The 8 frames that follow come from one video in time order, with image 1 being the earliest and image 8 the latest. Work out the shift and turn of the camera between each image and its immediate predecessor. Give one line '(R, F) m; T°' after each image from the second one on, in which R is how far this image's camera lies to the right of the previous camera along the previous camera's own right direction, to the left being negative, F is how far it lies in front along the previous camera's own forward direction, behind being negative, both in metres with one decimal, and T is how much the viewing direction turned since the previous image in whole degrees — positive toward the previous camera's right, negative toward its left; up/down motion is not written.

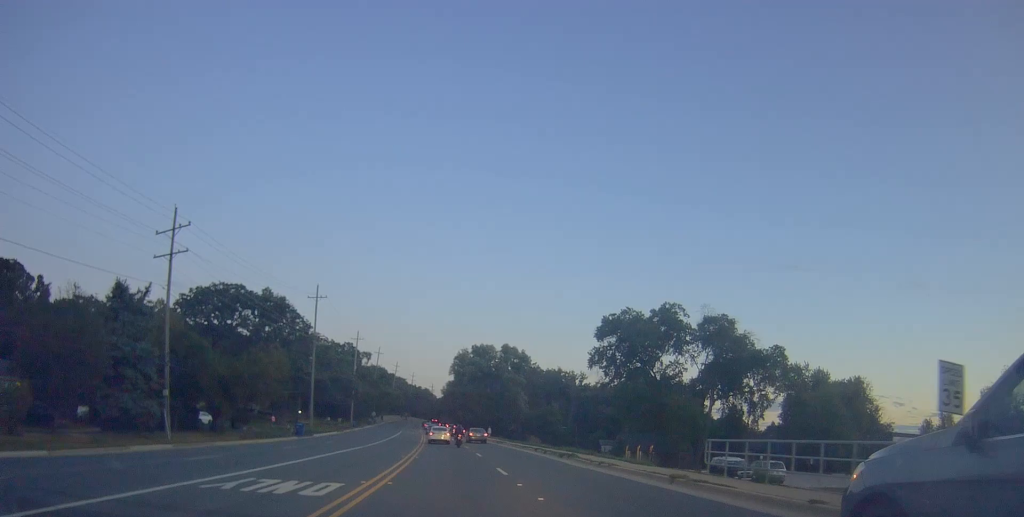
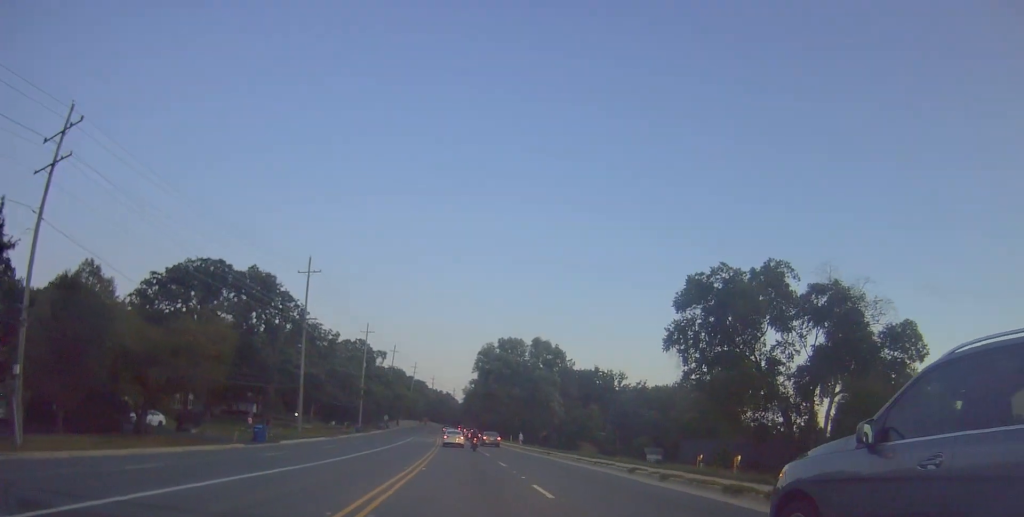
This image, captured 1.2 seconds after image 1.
(-0.6, +19.0) m; -3°
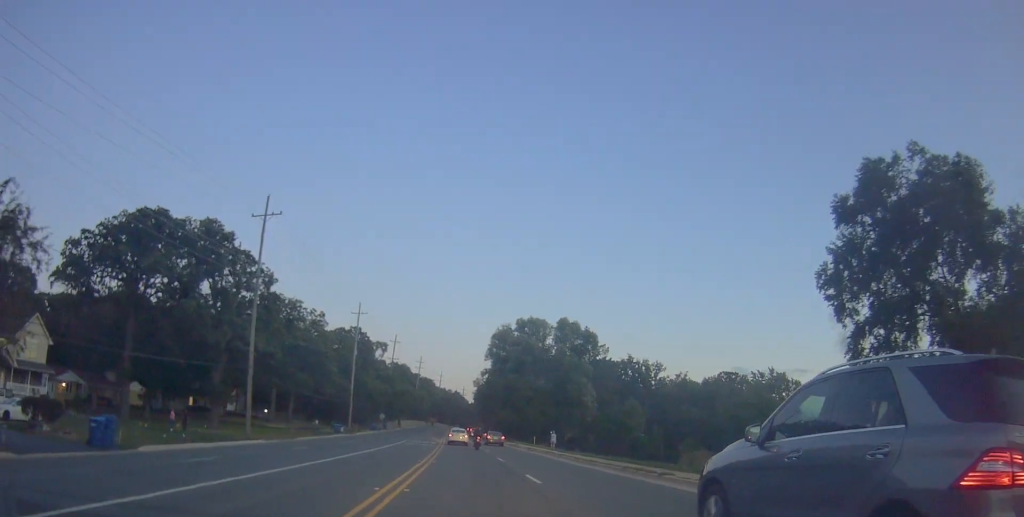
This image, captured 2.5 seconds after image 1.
(-0.3, +21.8) m; -2°
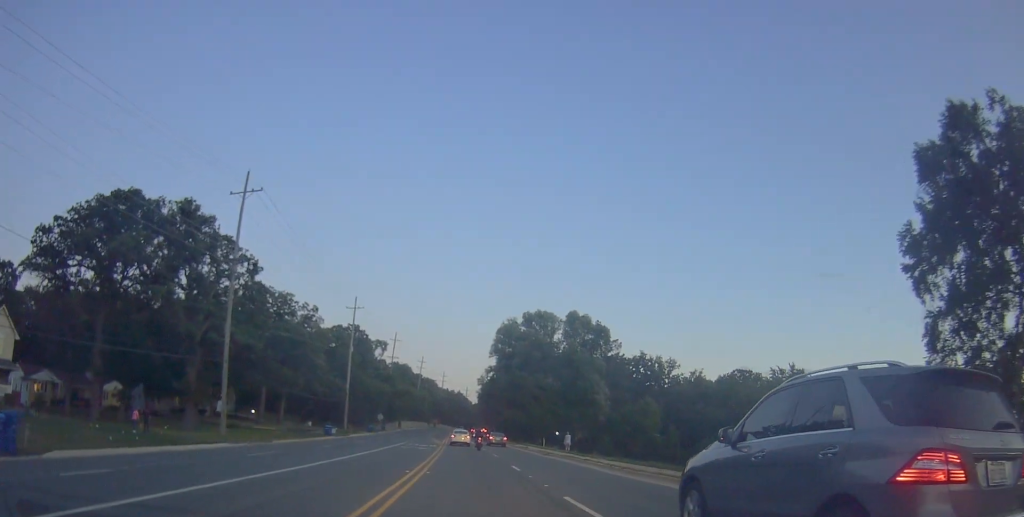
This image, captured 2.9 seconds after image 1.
(0.0, +6.8) m; 0°
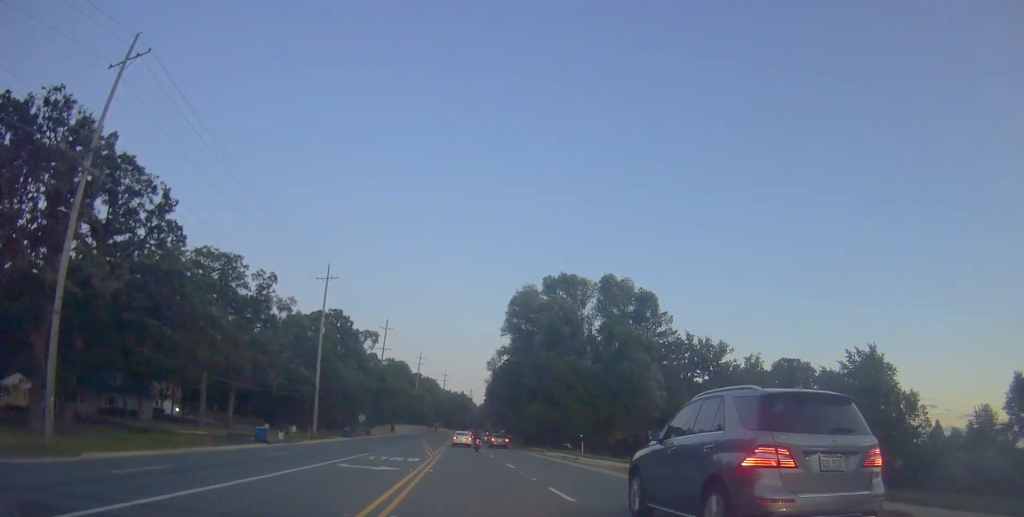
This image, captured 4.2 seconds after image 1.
(-0.3, +23.3) m; -1°
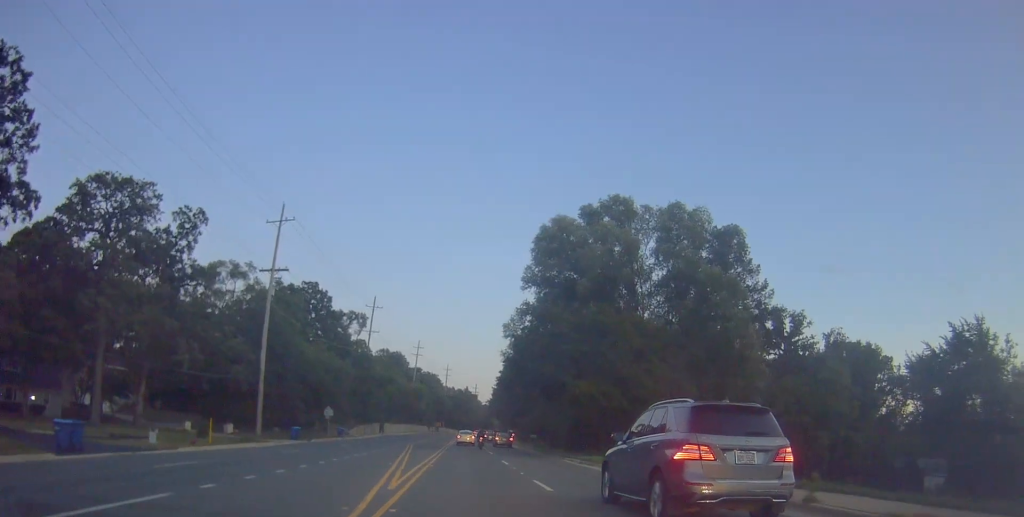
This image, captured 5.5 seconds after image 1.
(0.0, +22.5) m; 0°
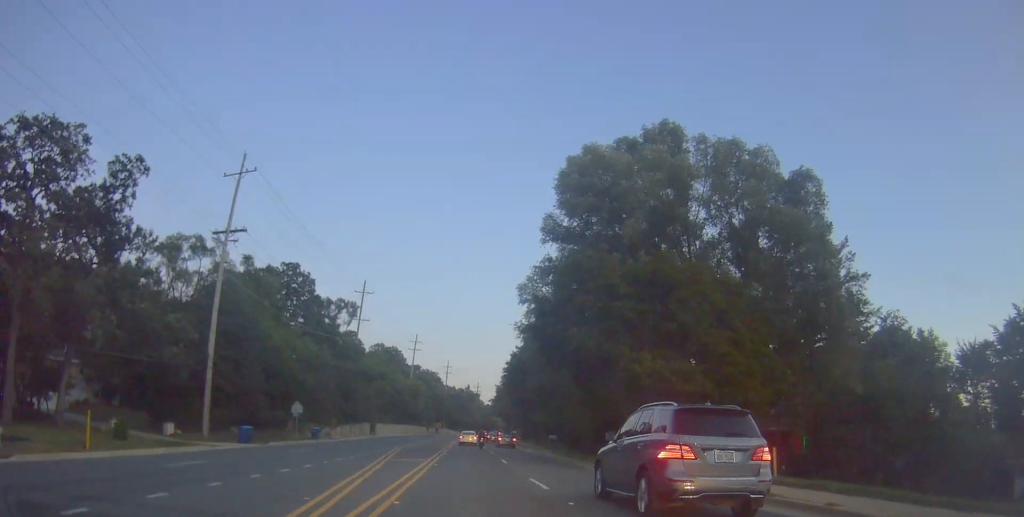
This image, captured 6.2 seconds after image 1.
(0.0, +11.8) m; -1°
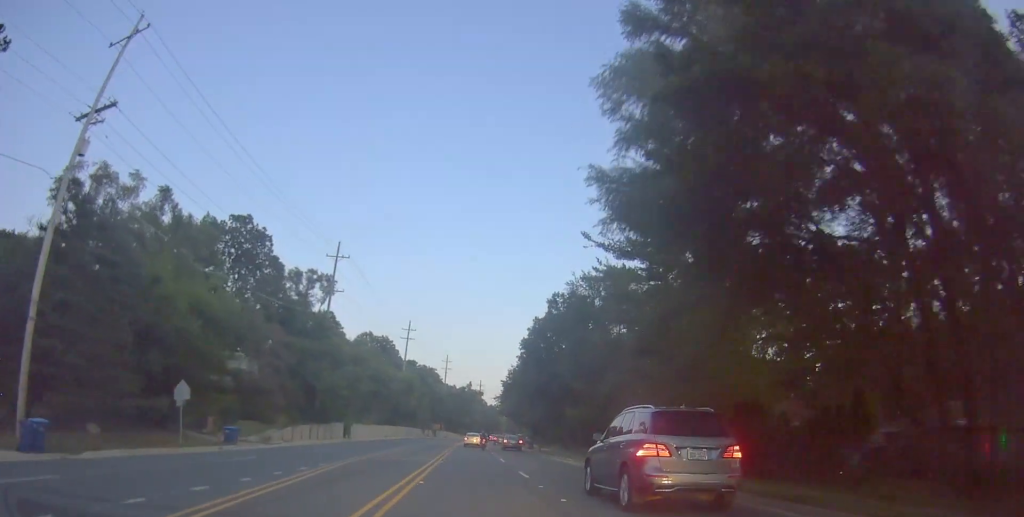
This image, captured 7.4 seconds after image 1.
(-0.3, +20.4) m; -1°
